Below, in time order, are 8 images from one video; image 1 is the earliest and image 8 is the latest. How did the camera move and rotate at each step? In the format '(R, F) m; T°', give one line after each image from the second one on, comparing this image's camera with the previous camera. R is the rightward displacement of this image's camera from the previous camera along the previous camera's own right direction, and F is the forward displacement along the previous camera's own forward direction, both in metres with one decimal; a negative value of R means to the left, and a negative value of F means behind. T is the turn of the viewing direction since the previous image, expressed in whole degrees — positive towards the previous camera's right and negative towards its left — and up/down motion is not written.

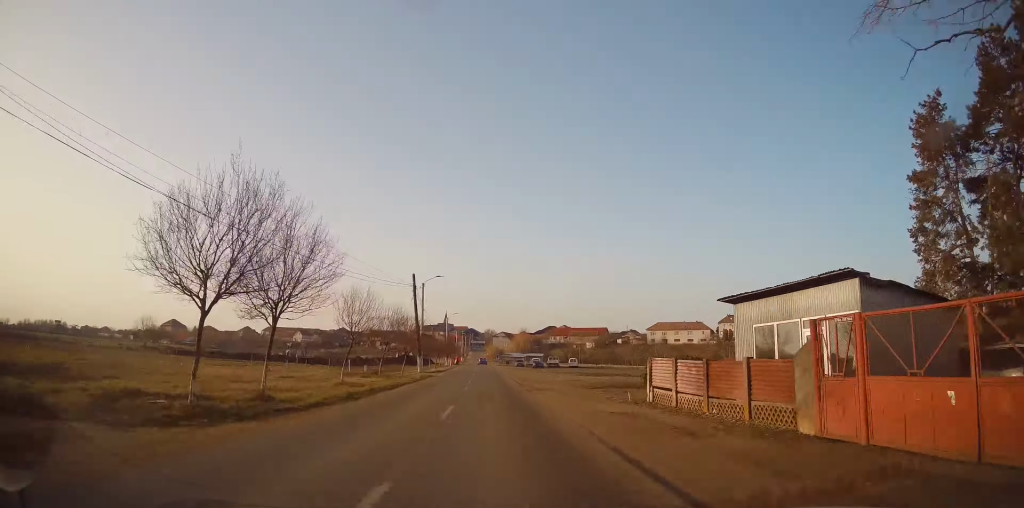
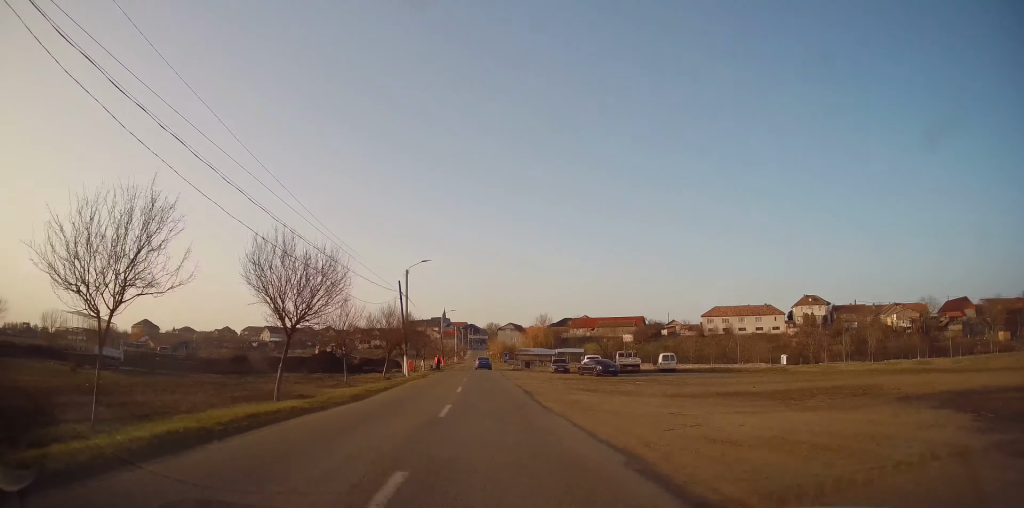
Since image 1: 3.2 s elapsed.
(+1.0, +52.6) m; +2°
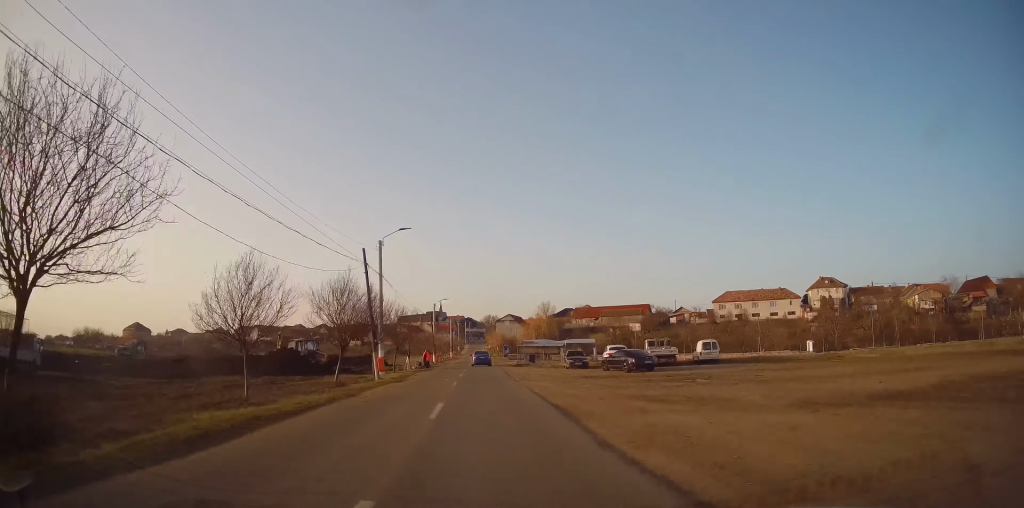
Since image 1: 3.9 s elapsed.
(-0.1, +10.5) m; 0°
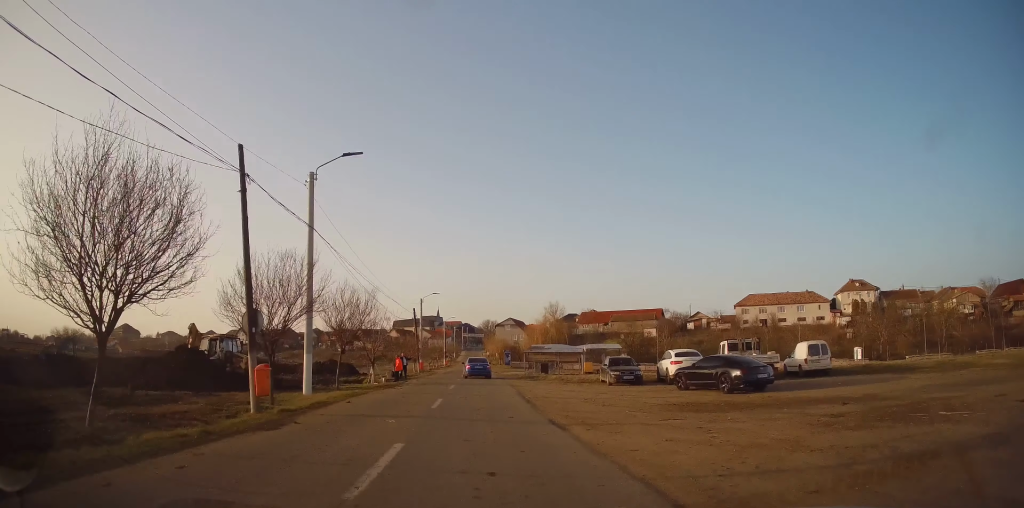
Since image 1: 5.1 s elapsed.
(0.0, +15.8) m; 0°
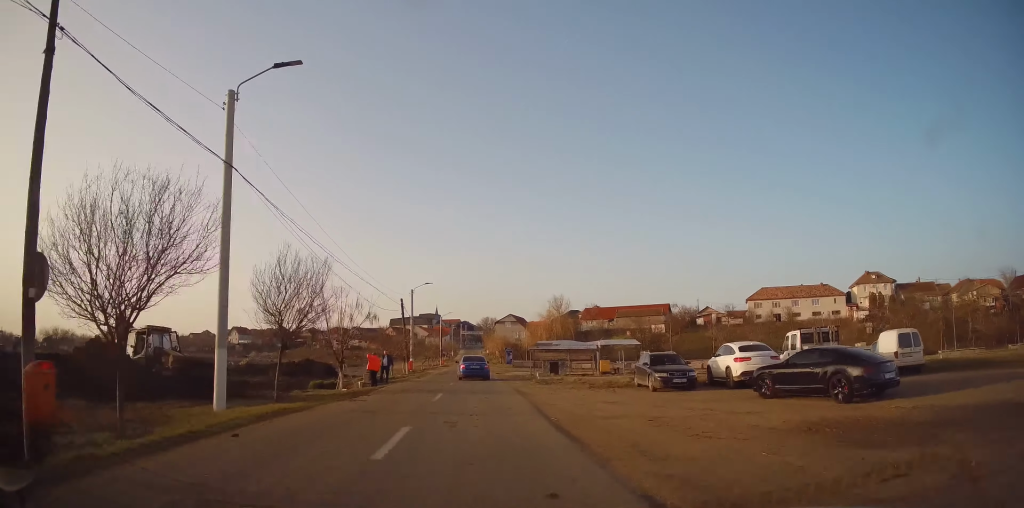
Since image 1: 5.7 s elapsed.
(0.0, +8.1) m; 0°
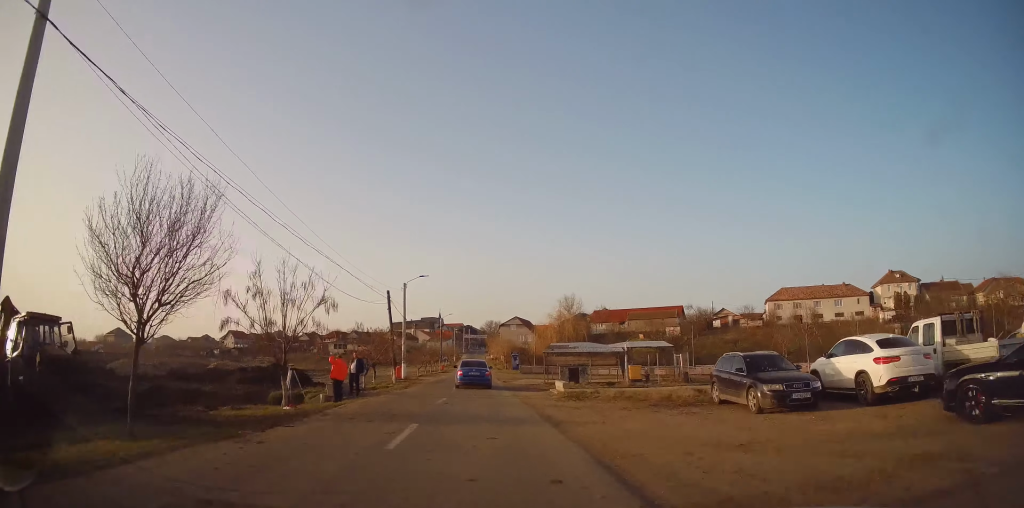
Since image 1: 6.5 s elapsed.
(-0.1, +8.8) m; 0°
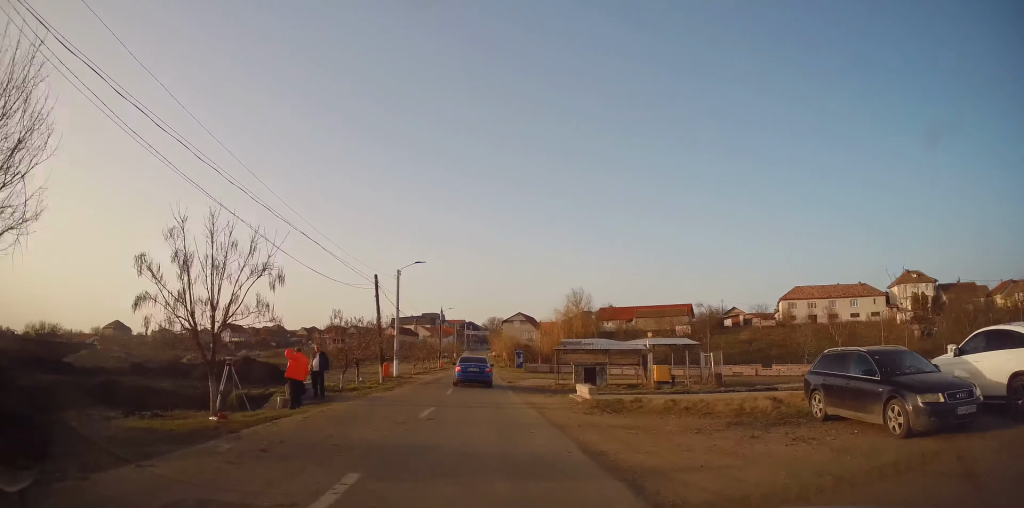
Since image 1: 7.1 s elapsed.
(+0.1, +5.2) m; 0°
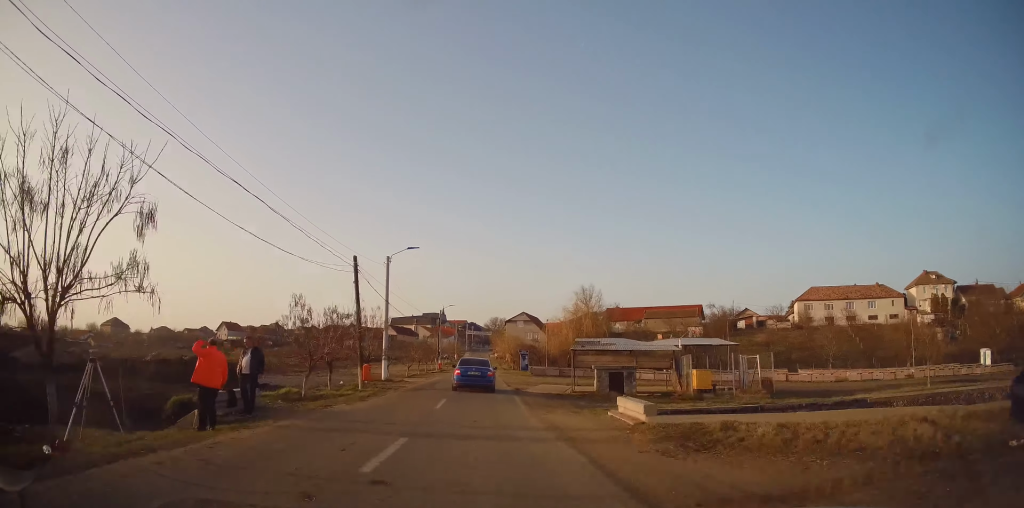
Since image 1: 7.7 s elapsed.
(0.0, +5.7) m; 0°
